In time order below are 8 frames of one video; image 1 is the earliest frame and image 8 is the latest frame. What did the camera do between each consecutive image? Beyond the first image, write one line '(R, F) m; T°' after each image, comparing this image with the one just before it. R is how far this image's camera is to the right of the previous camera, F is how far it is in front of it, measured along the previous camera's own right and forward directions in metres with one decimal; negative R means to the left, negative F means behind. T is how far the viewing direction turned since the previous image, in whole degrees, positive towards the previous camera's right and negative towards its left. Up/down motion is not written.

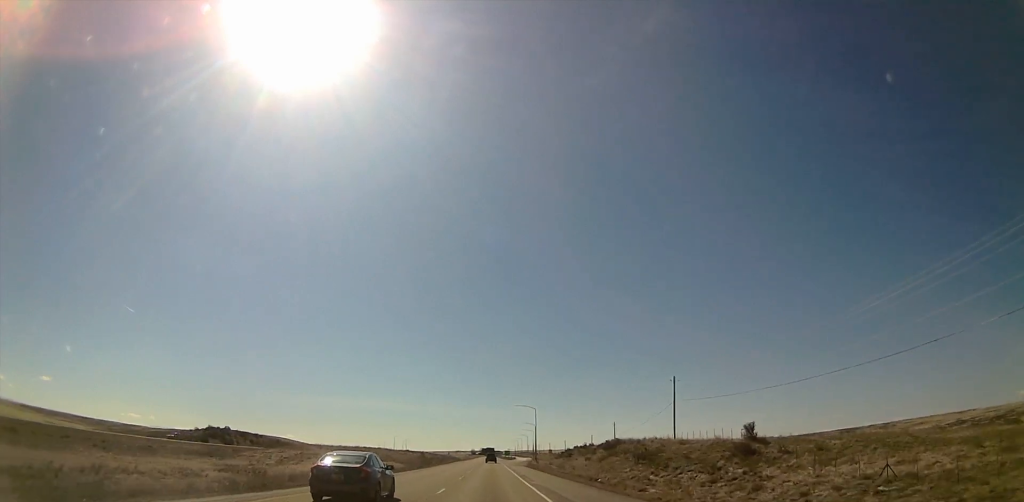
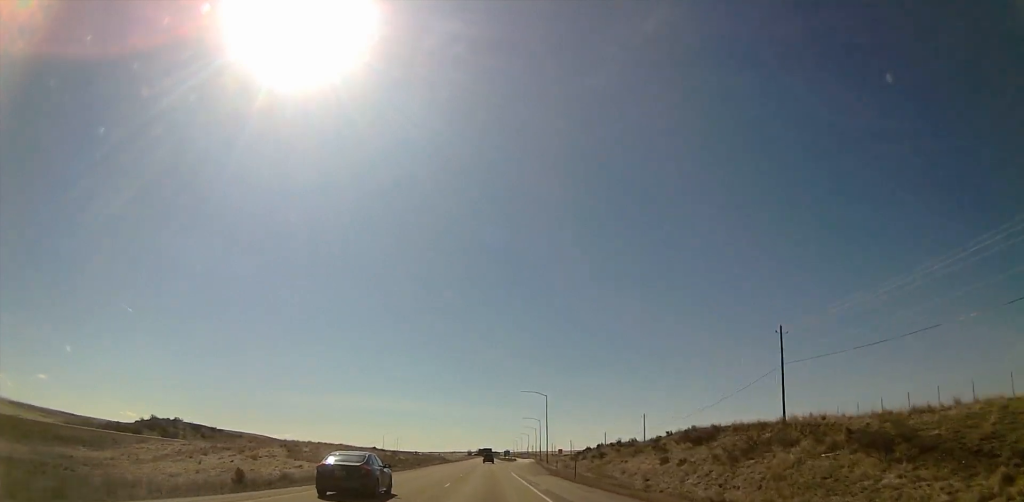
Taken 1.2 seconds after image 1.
(0.0, +41.1) m; -1°
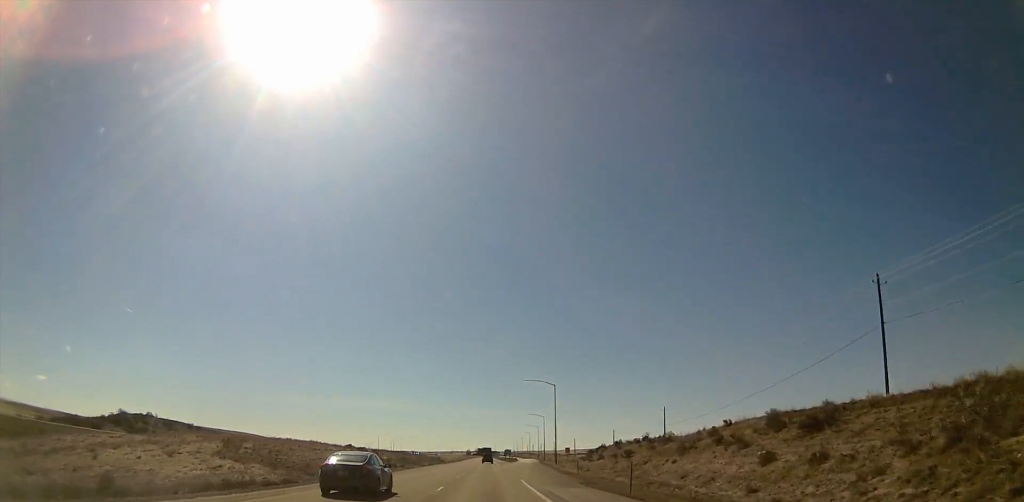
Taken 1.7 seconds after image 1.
(-0.2, +18.8) m; 0°
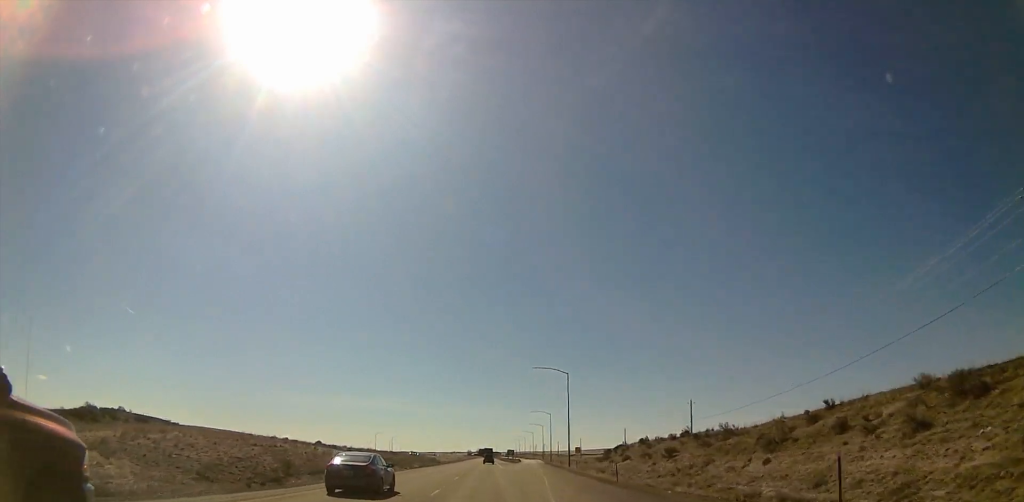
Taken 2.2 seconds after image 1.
(-0.3, +17.6) m; 0°
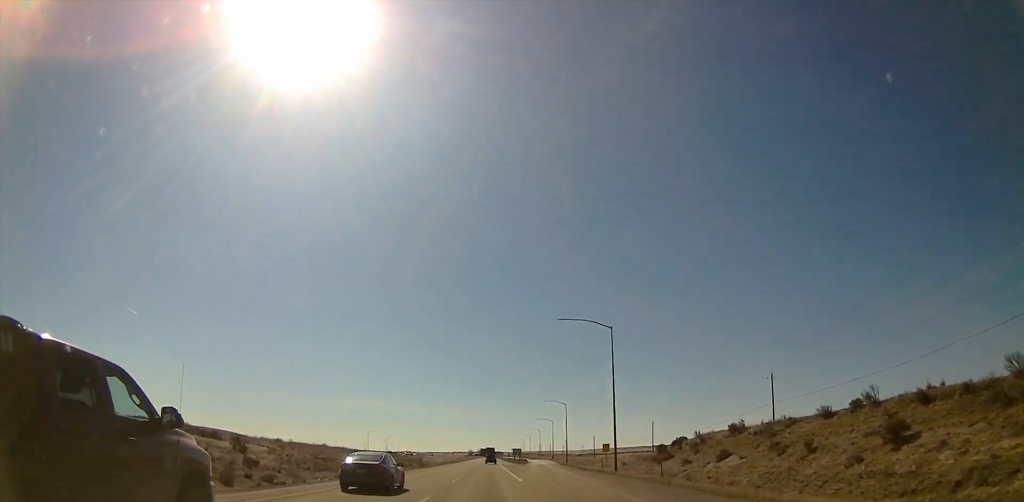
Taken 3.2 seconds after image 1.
(+0.8, +35.1) m; +1°
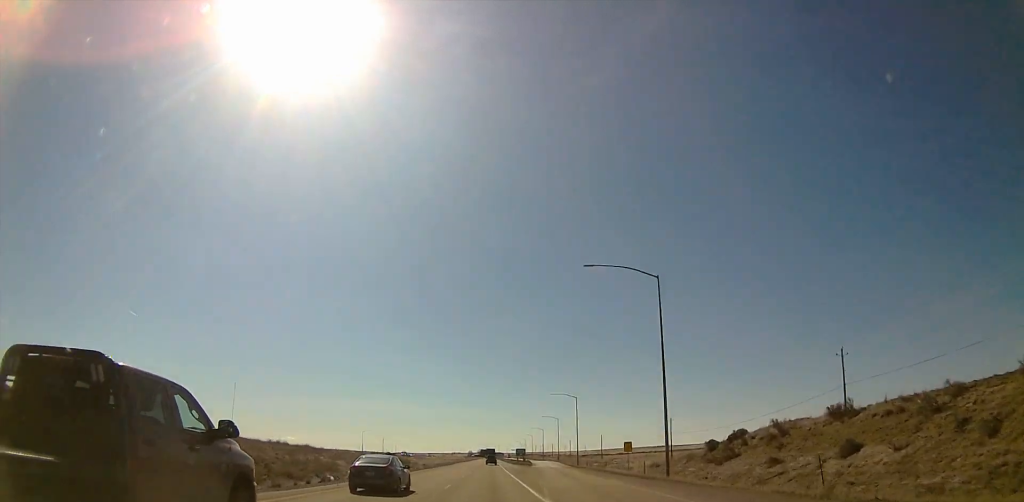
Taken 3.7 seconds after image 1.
(-0.2, +18.7) m; 0°
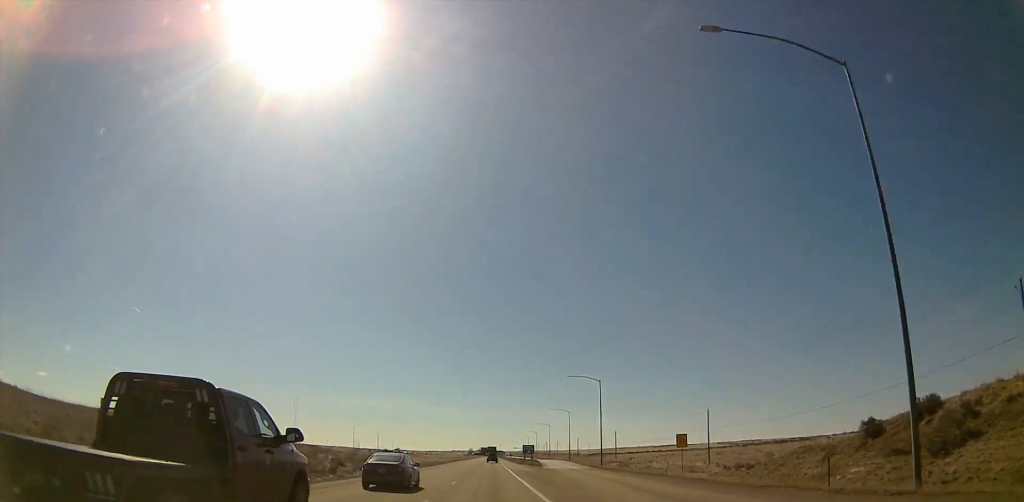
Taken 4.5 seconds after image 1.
(-0.2, +28.1) m; -1°
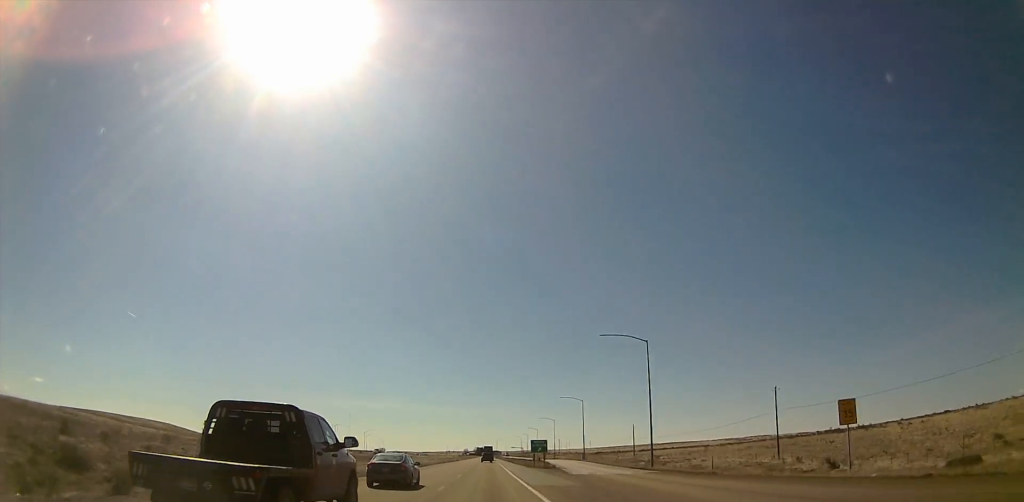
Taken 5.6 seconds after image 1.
(-0.2, +36.3) m; 0°
